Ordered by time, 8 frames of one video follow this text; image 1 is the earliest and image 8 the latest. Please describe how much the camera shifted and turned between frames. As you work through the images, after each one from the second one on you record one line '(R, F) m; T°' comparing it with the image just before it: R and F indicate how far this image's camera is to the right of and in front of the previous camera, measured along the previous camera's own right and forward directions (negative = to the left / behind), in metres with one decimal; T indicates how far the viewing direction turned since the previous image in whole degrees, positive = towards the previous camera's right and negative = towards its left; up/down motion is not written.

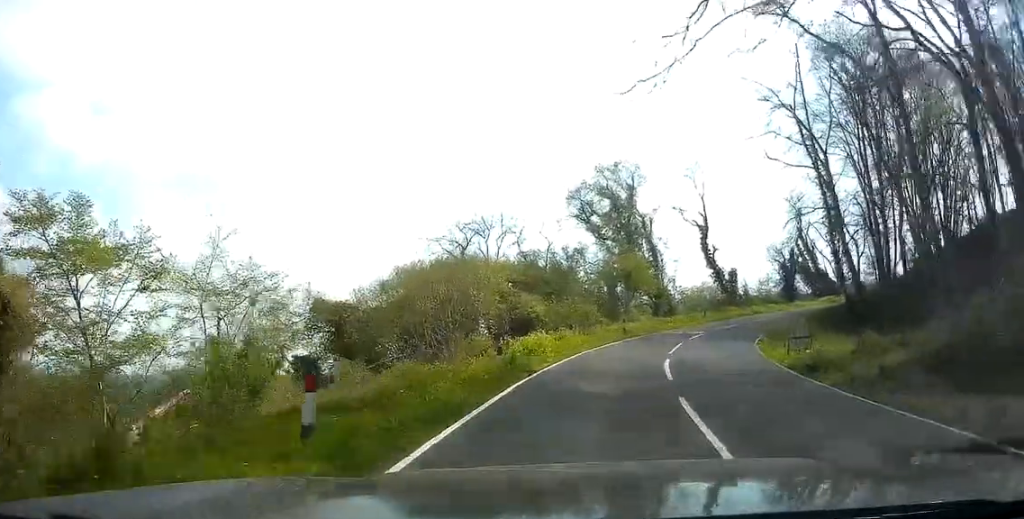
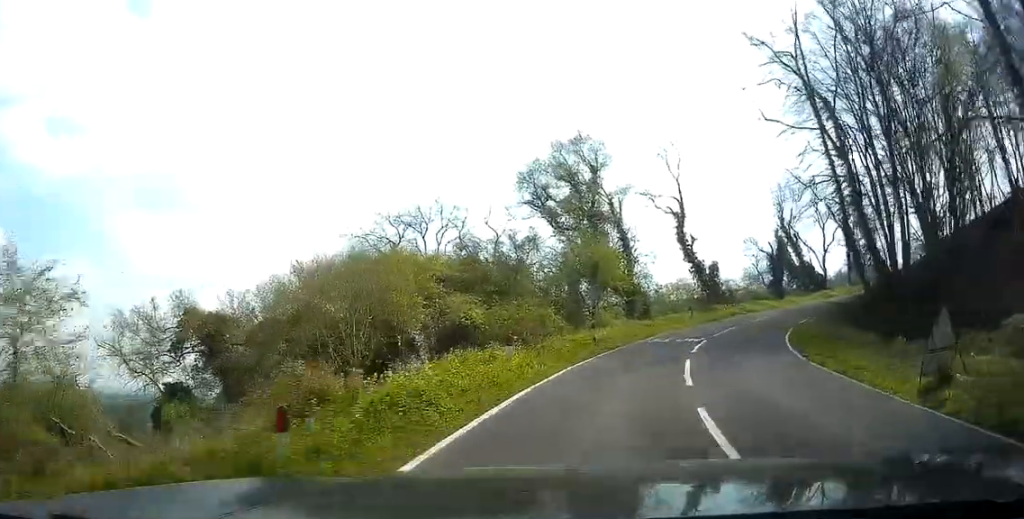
(-1.0, +8.9) m; -8°
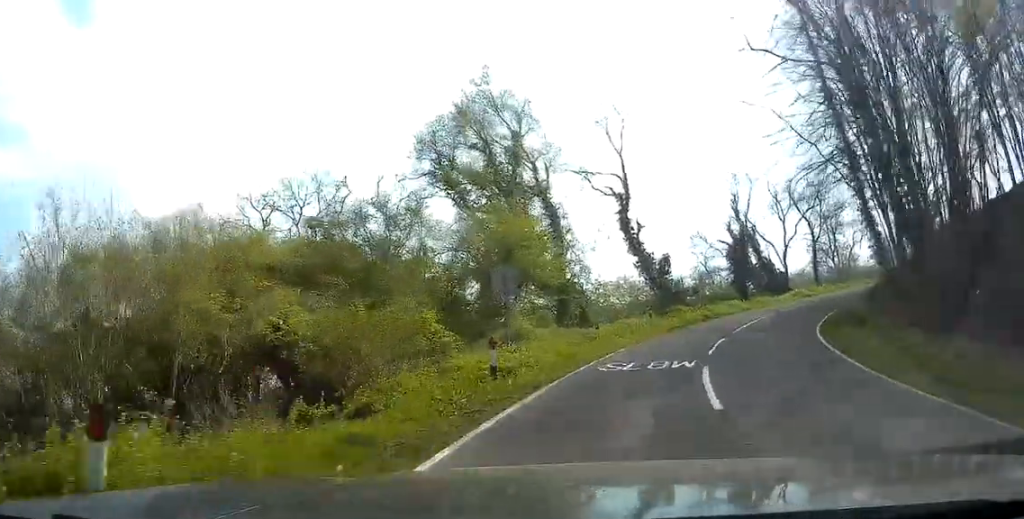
(-1.0, +10.9) m; +2°
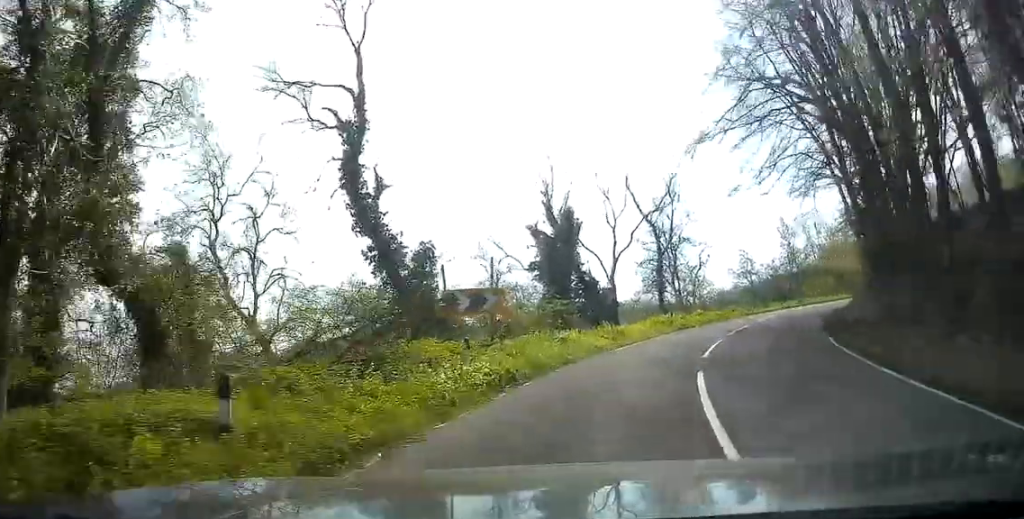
(+4.3, +22.6) m; +18°
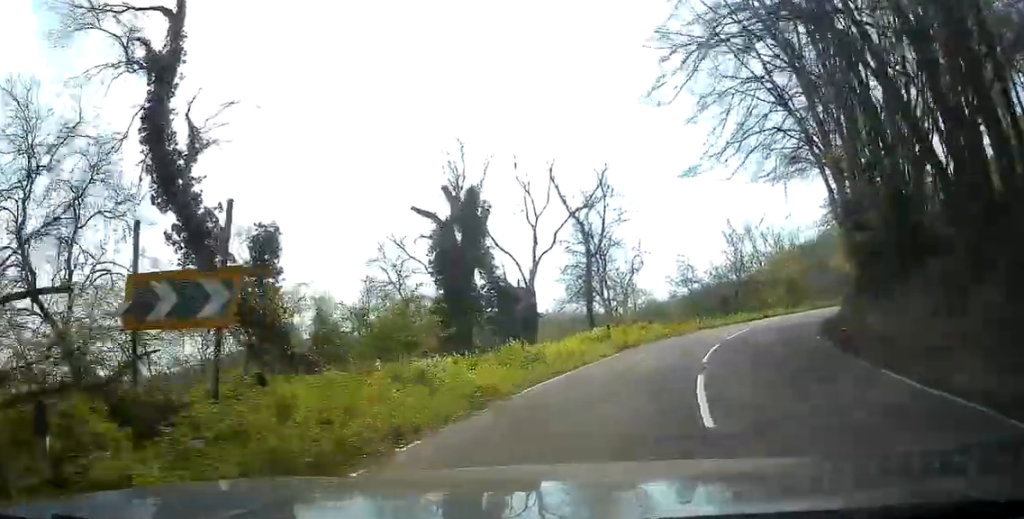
(+0.6, +8.8) m; +4°
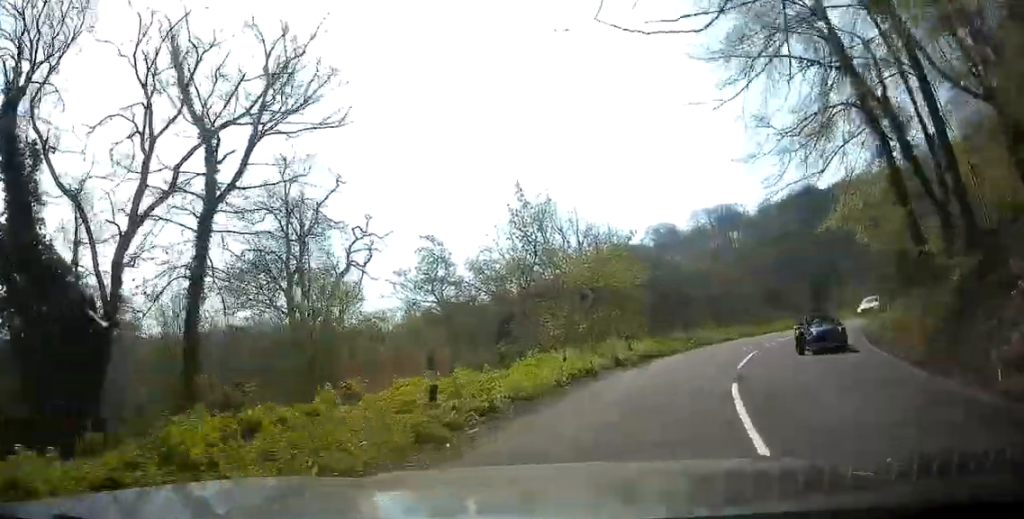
(+2.5, +27.1) m; +18°
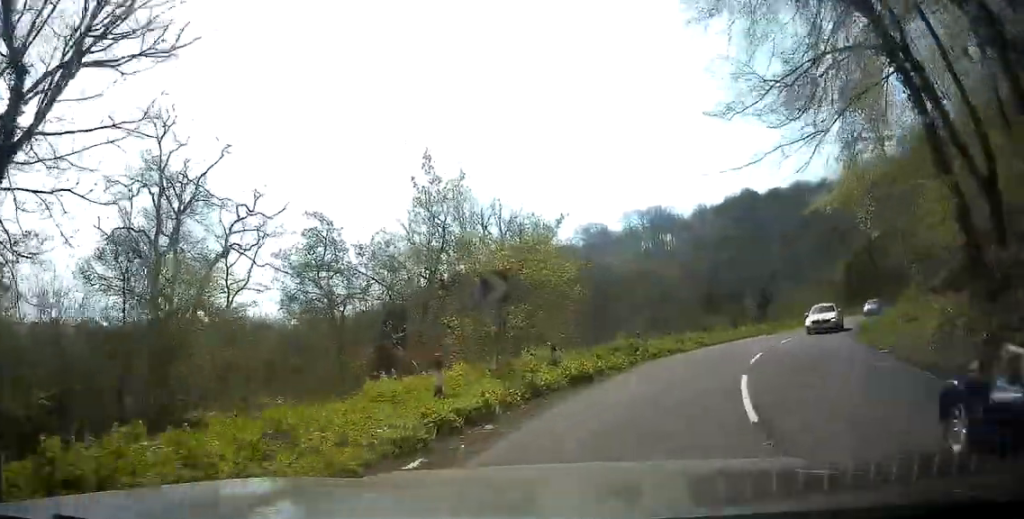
(+0.9, +6.7) m; +6°
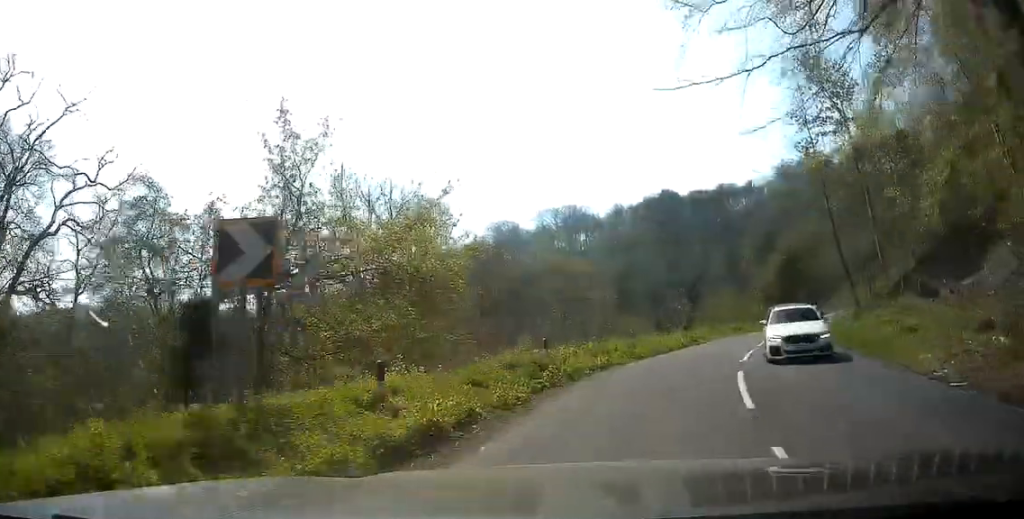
(+0.6, +7.9) m; +6°
